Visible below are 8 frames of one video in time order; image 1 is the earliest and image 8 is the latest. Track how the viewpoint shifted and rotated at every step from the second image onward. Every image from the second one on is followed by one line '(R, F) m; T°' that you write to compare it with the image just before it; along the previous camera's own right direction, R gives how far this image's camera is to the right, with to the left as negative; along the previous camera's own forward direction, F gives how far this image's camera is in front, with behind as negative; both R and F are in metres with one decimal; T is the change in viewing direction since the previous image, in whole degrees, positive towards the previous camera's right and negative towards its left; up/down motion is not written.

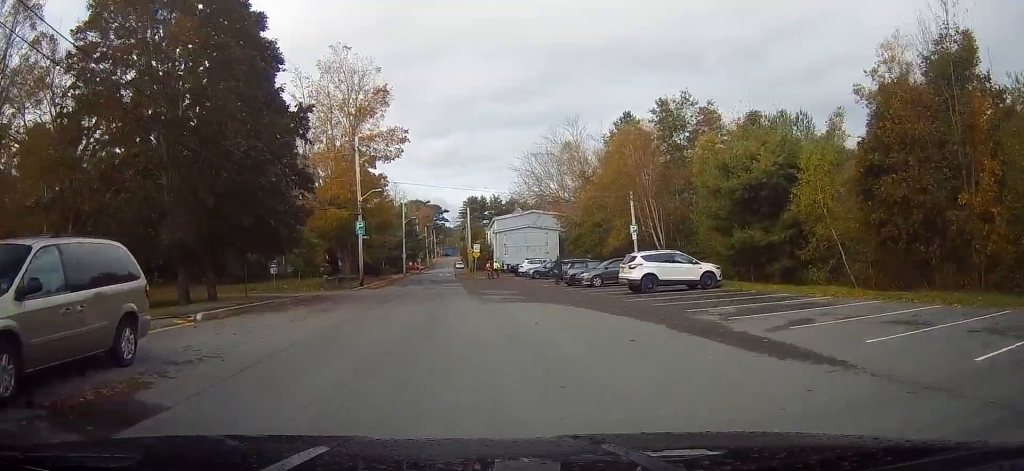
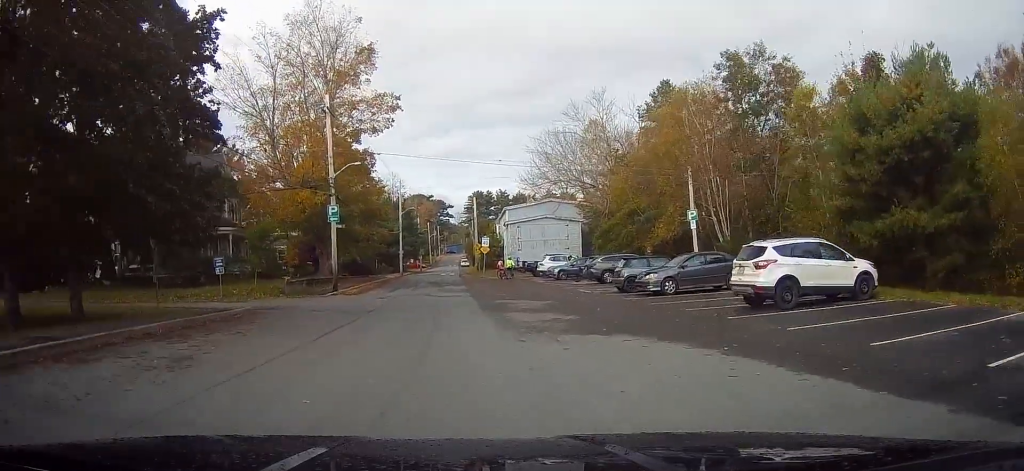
(-0.1, +11.6) m; -2°
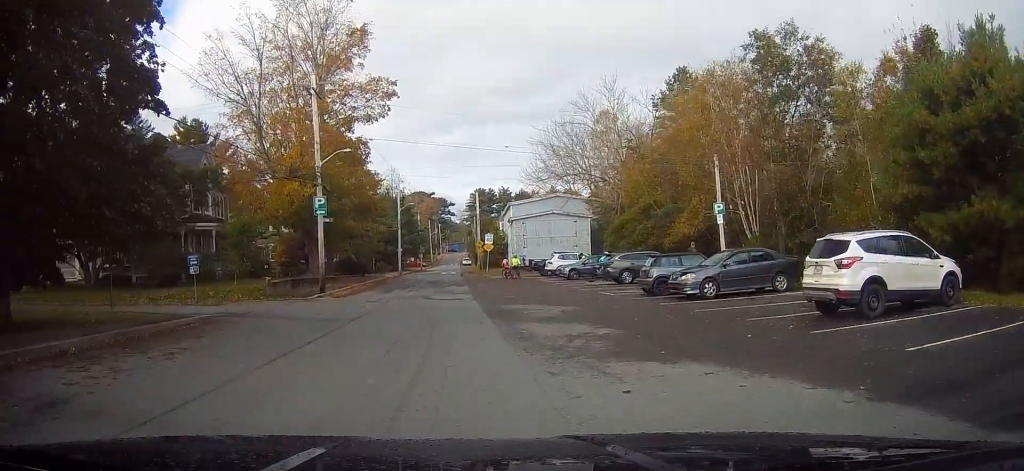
(-0.1, +3.7) m; 0°
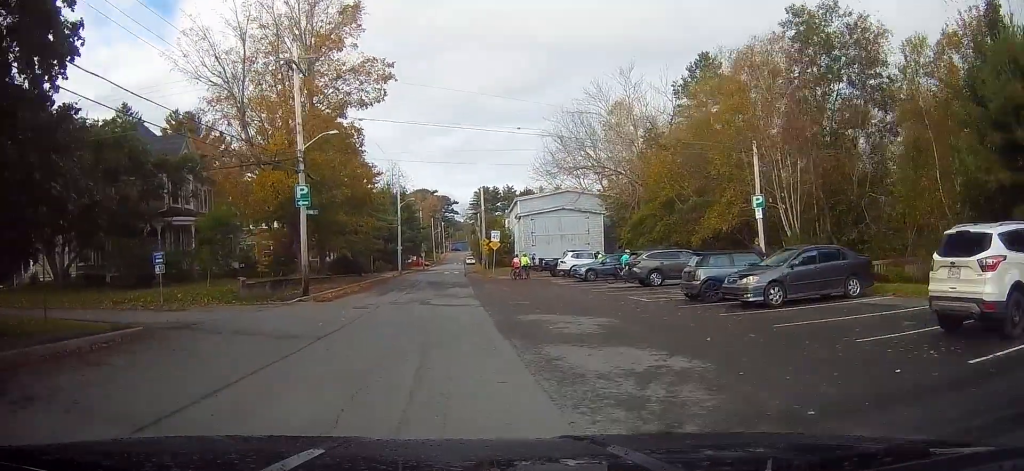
(0.0, +4.2) m; -1°
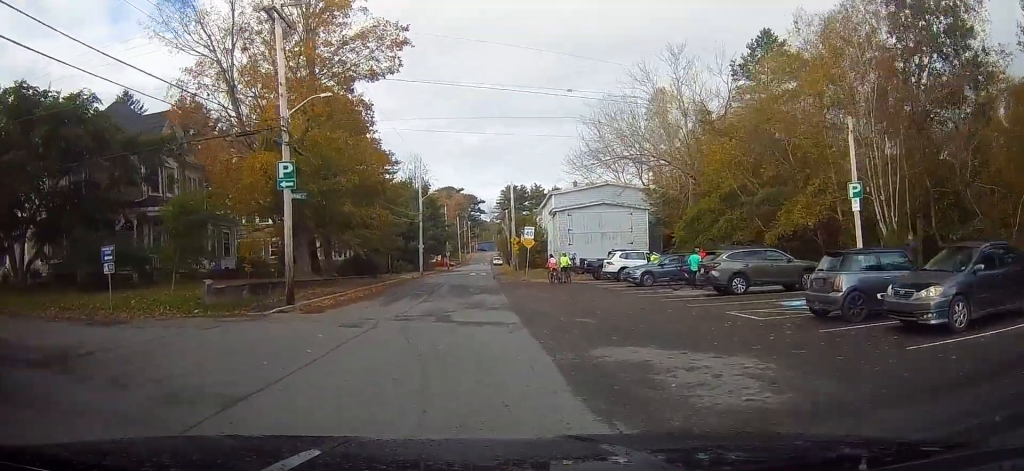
(+0.1, +6.5) m; -5°
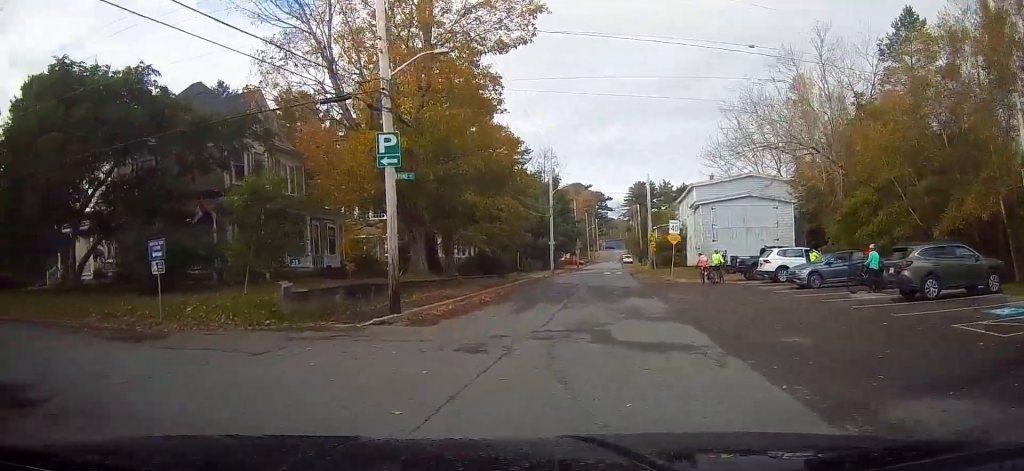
(-0.5, +4.8) m; -9°
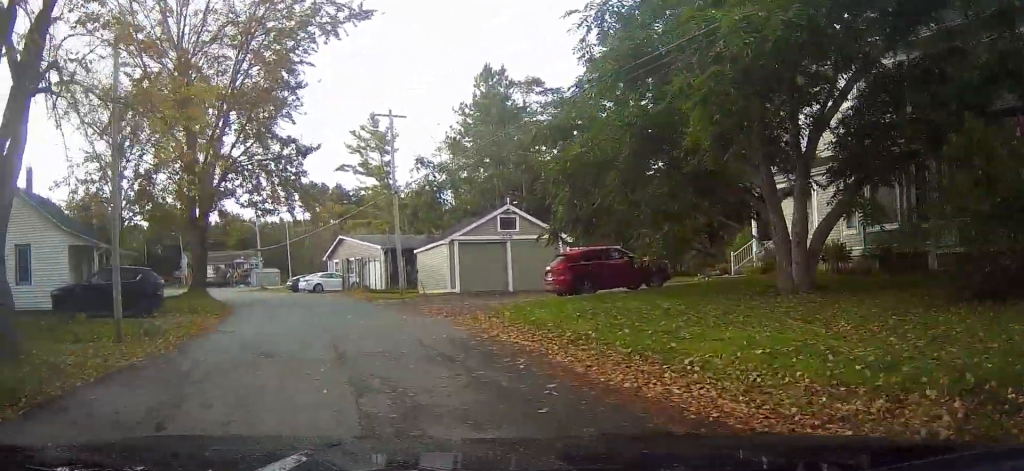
(-6.9, +12.2) m; -58°
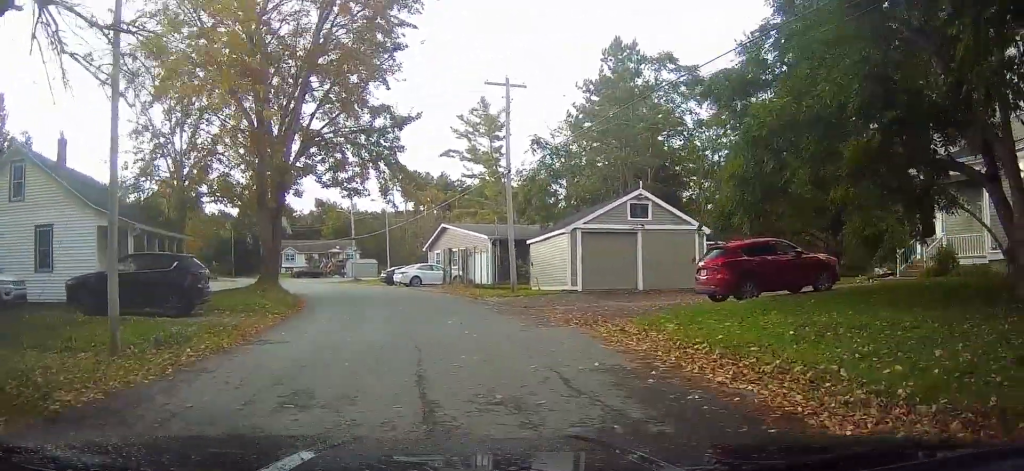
(-0.5, +4.3) m; -8°
